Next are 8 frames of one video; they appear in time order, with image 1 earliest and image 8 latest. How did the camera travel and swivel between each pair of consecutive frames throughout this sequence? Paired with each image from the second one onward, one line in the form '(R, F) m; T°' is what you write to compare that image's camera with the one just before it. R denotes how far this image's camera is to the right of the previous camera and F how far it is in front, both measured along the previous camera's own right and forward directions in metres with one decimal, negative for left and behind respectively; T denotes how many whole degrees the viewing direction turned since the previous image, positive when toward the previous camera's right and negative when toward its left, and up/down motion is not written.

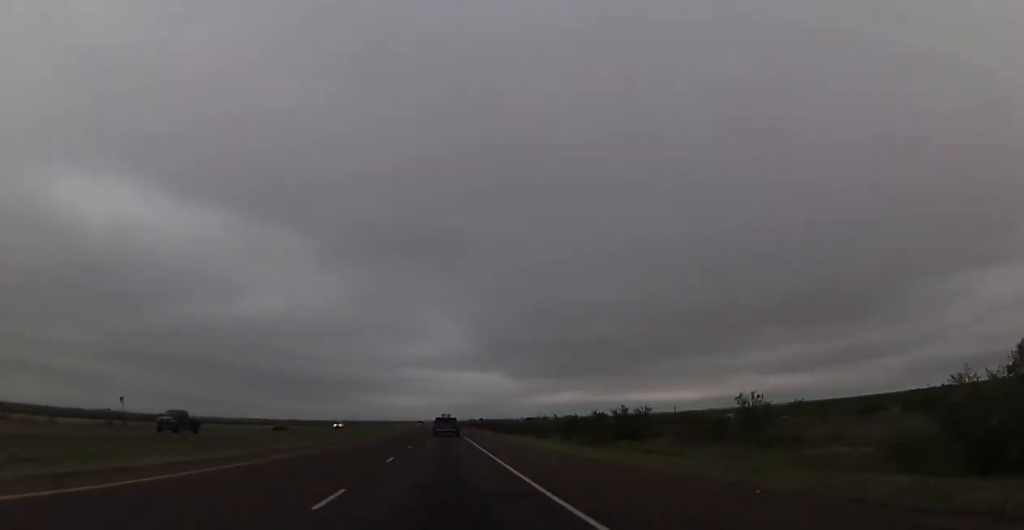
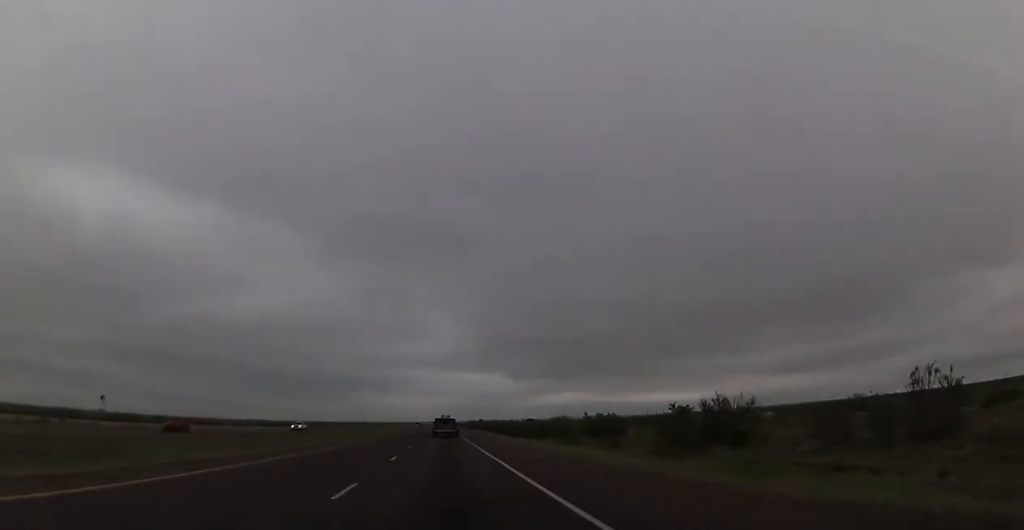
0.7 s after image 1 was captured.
(-0.2, +23.3) m; 0°
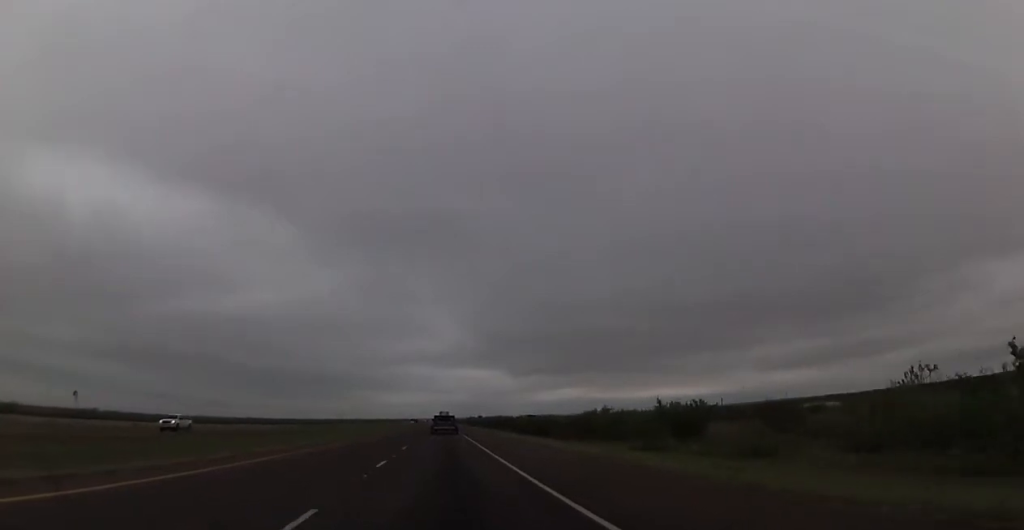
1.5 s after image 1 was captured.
(-0.2, +29.1) m; 0°
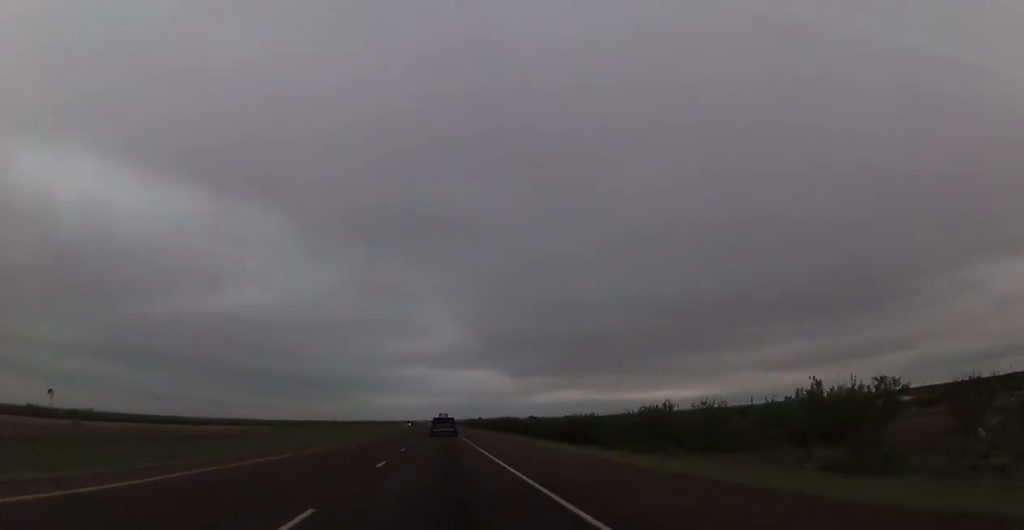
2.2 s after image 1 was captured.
(+0.3, +24.5) m; 0°
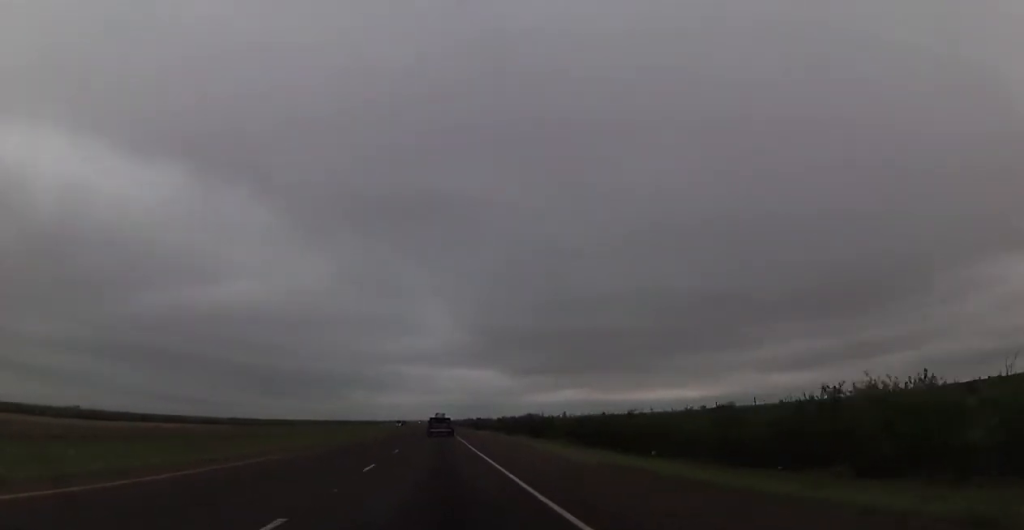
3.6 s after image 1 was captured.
(+0.3, +50.2) m; +1°
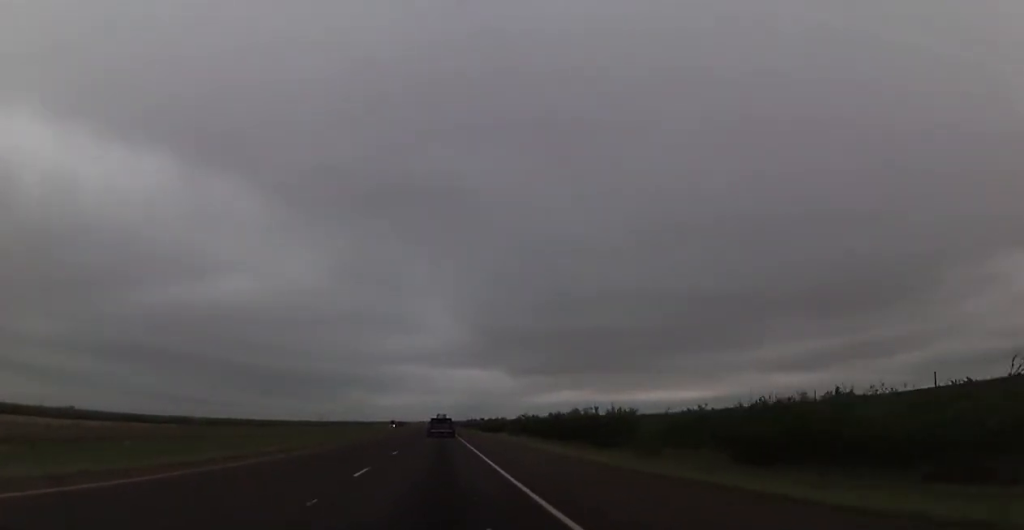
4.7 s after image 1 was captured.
(+0.2, +38.5) m; 0°
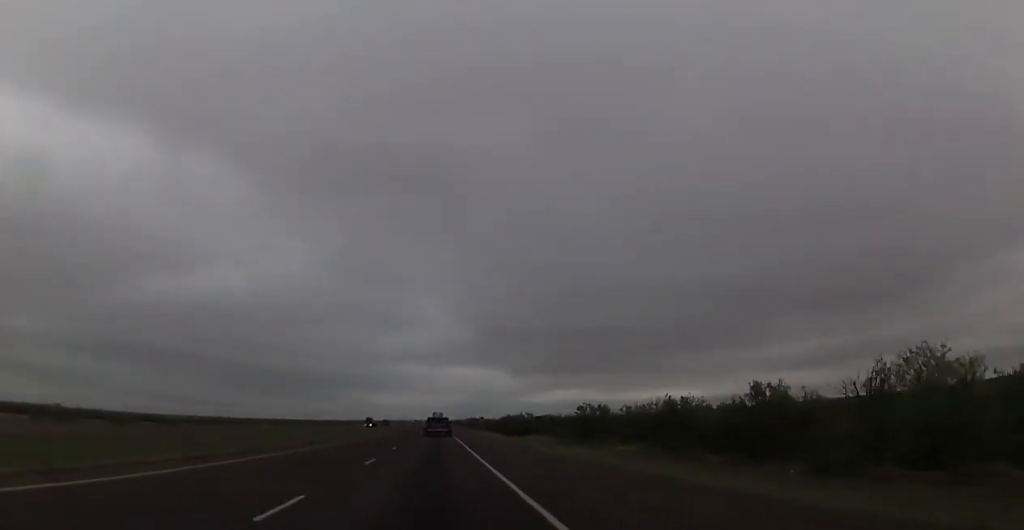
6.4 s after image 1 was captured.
(-0.1, +57.1) m; 0°
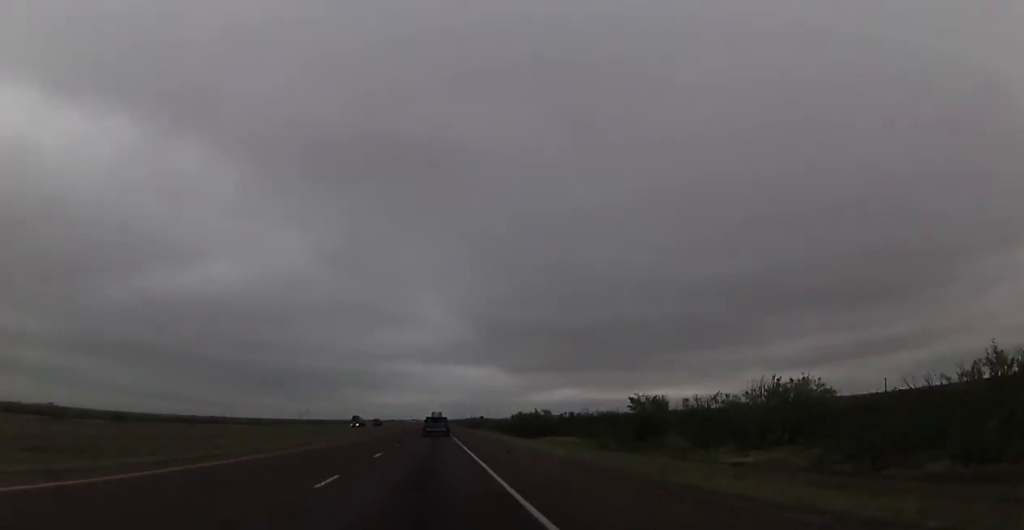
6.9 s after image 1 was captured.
(-0.1, +19.9) m; 0°
